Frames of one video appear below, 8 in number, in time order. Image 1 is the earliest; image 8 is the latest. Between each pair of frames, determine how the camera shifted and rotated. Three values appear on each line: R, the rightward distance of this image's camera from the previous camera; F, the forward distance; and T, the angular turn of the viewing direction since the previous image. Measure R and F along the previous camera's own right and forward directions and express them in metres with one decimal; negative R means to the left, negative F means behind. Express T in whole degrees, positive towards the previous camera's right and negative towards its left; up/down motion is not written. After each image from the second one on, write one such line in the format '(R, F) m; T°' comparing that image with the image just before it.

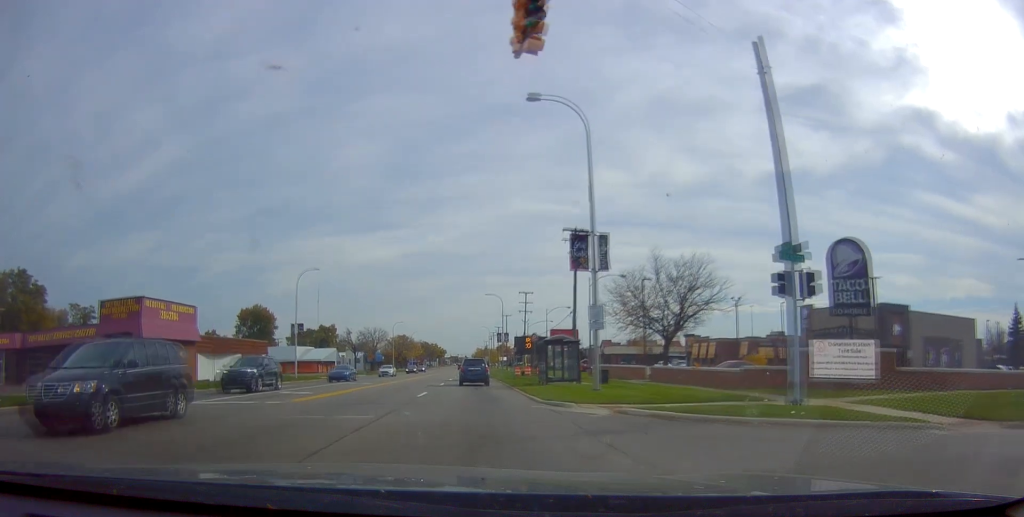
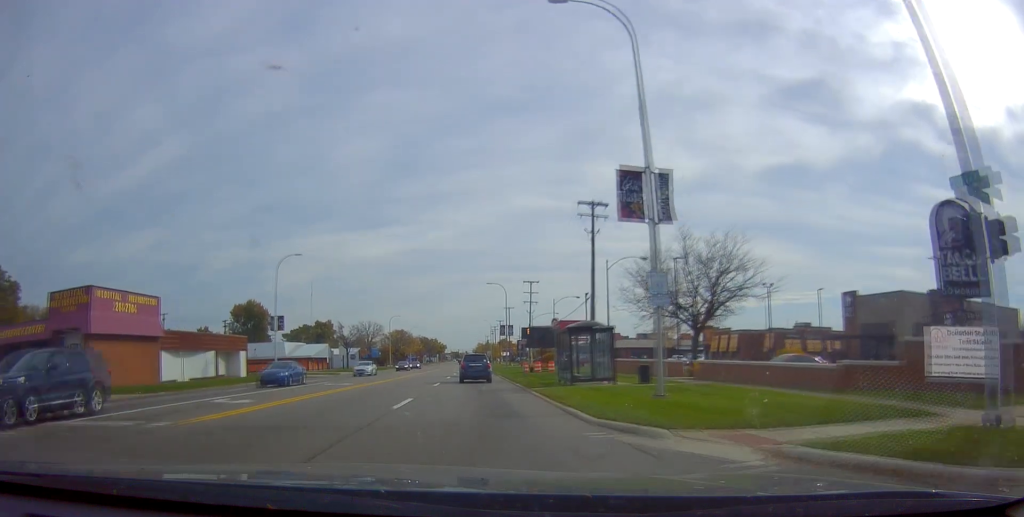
(+0.3, +8.0) m; +2°
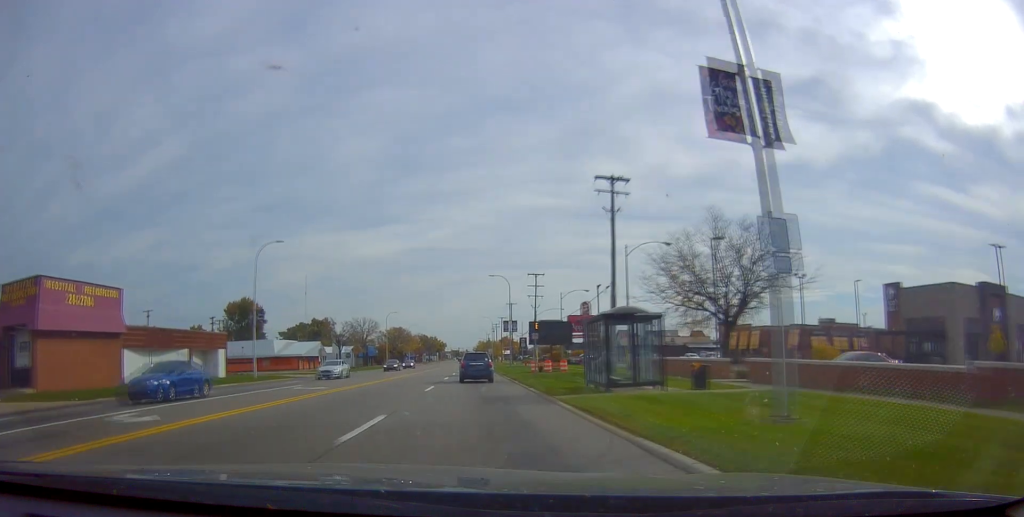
(+0.1, +6.7) m; +1°
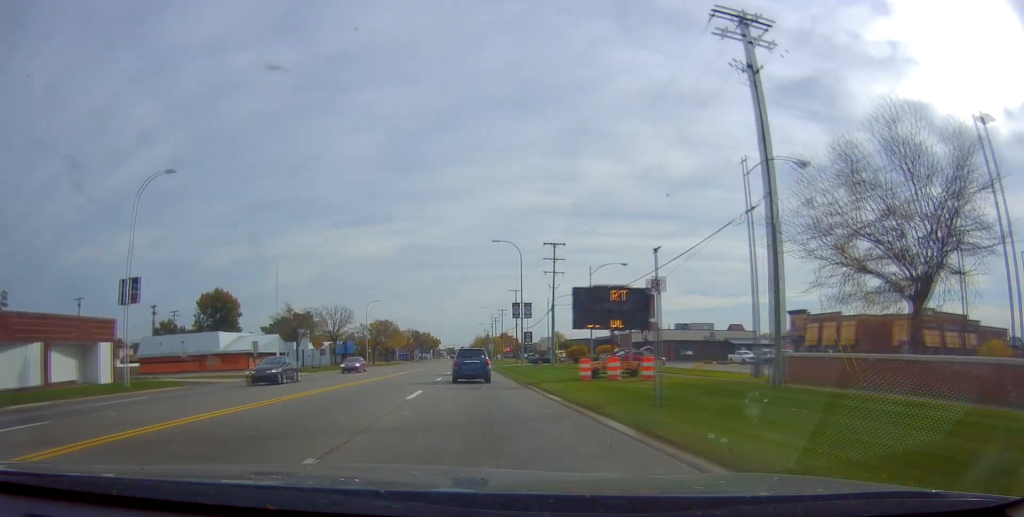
(-0.9, +22.3) m; -2°
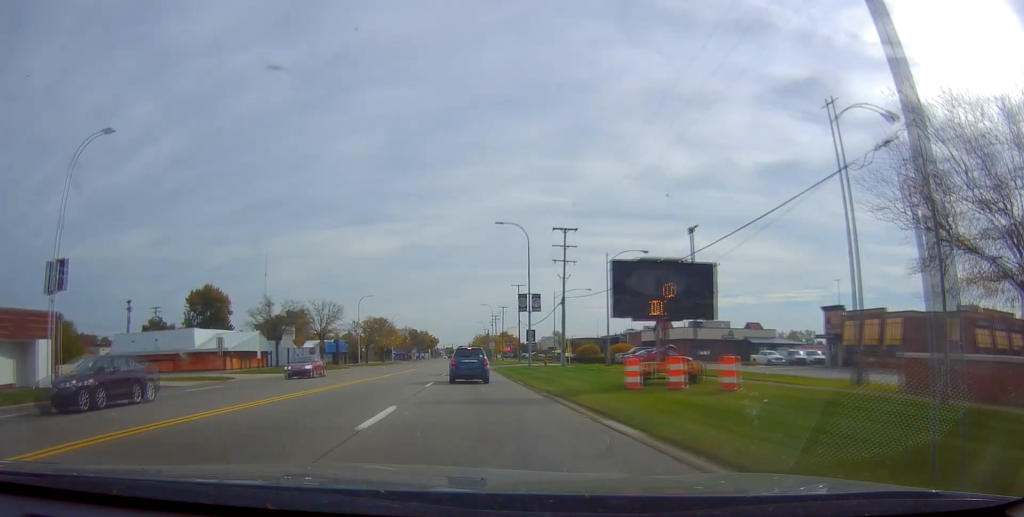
(+0.3, +7.4) m; 0°
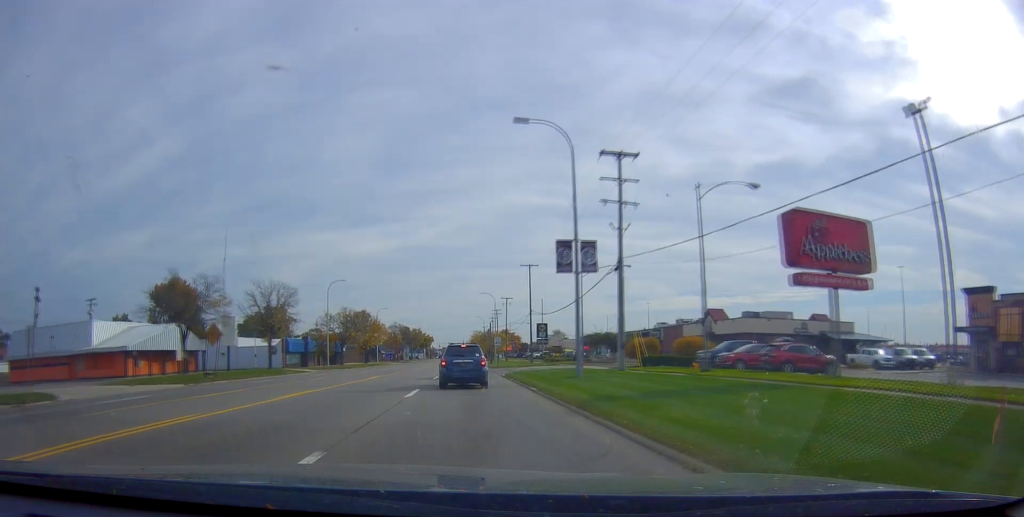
(0.0, +21.2) m; +2°
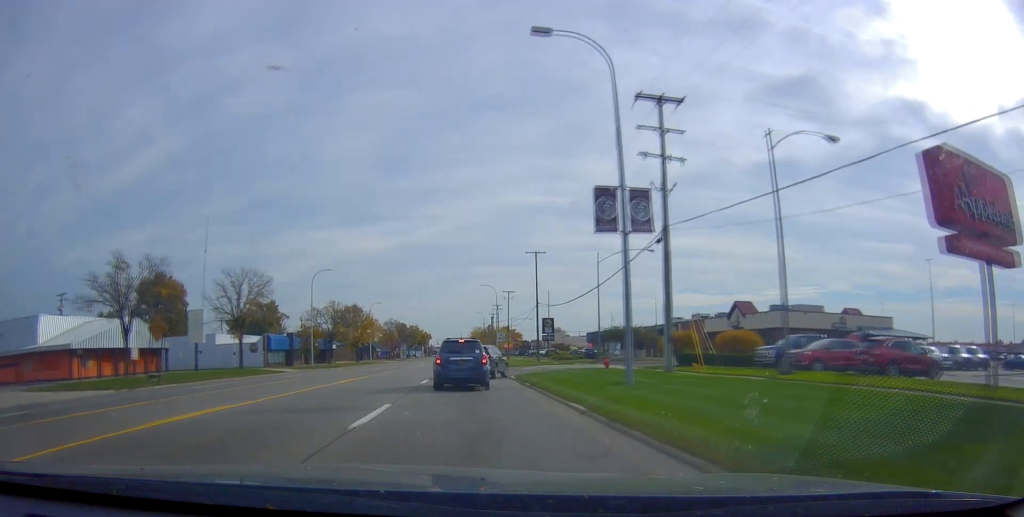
(+0.2, +8.0) m; +1°
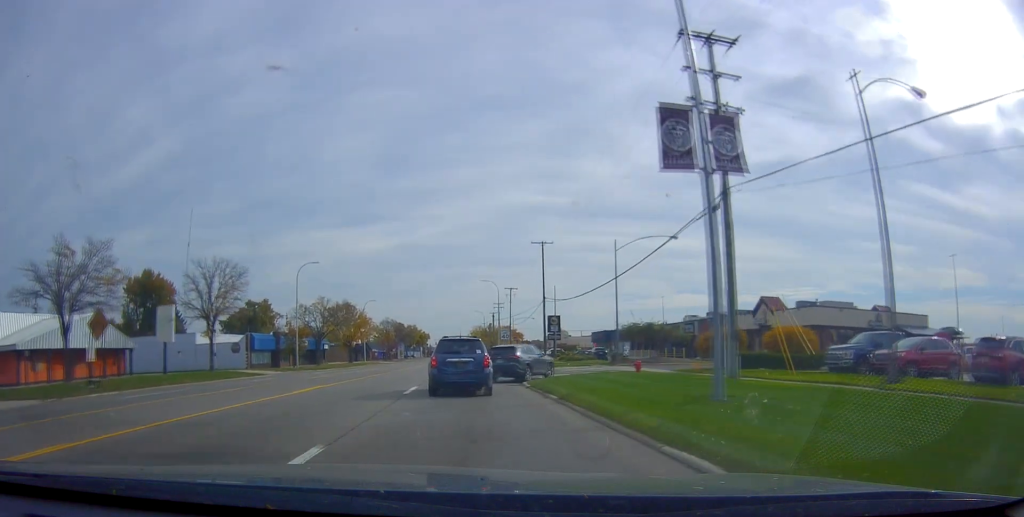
(0.0, +6.8) m; 0°
